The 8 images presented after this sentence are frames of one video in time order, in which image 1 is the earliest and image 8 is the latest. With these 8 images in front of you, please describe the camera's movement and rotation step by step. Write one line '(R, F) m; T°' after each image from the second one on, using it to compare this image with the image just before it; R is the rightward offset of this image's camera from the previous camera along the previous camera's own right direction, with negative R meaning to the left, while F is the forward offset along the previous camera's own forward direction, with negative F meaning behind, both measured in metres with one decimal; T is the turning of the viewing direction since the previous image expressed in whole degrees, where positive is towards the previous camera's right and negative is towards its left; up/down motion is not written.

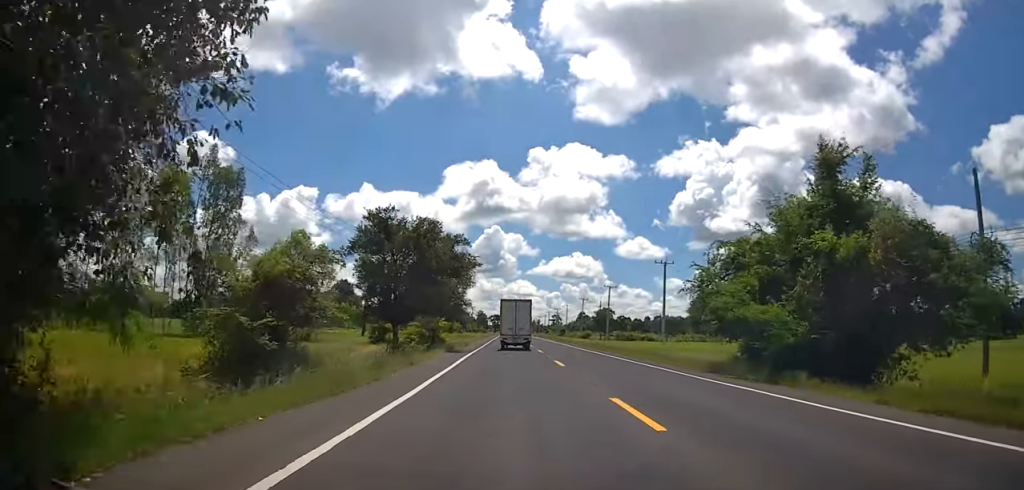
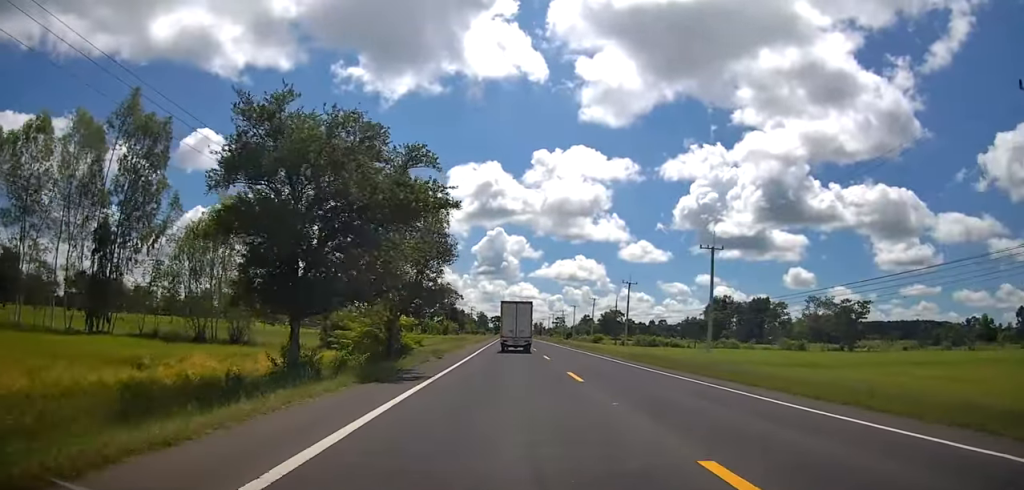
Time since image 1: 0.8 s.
(-0.3, +16.8) m; +1°
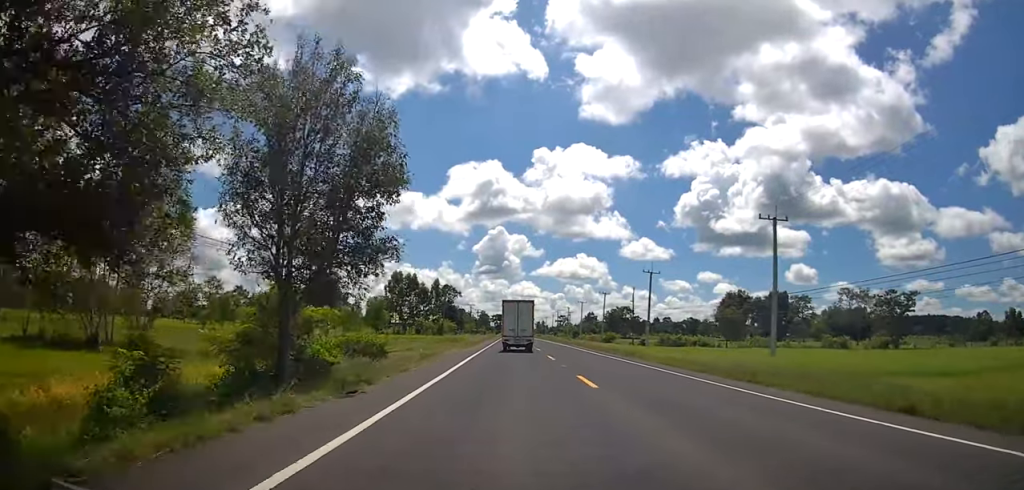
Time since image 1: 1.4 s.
(+0.5, +13.8) m; +2°
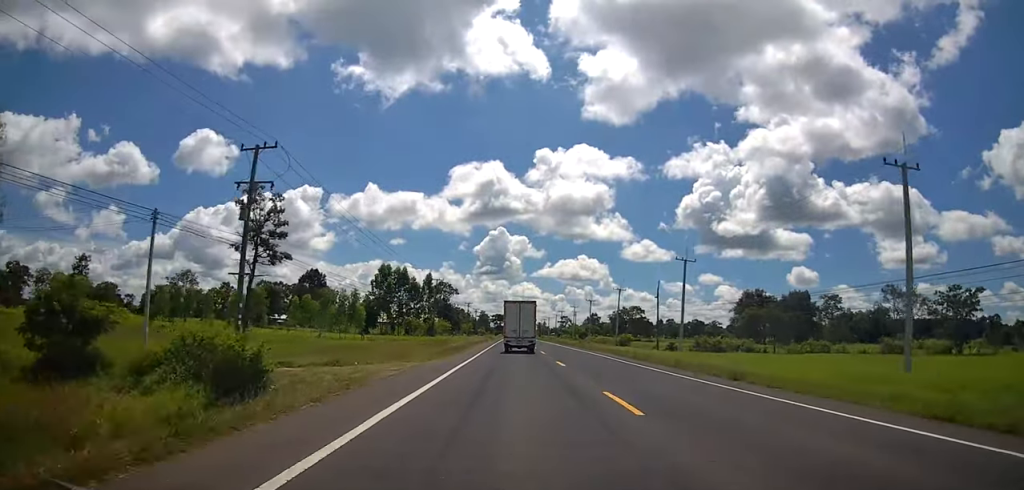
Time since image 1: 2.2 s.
(+0.1, +16.0) m; 0°
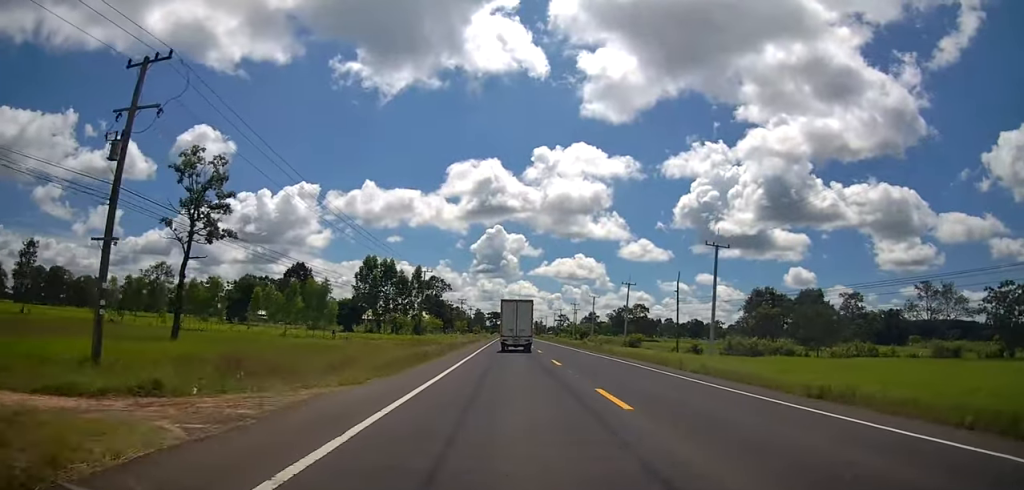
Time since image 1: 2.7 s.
(0.0, +11.8) m; 0°
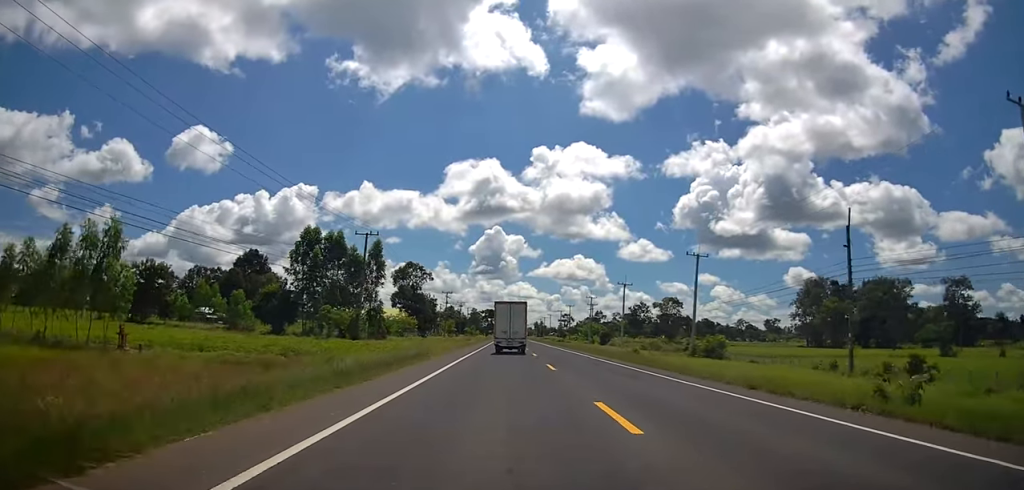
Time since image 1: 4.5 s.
(-0.1, +37.6) m; -2°
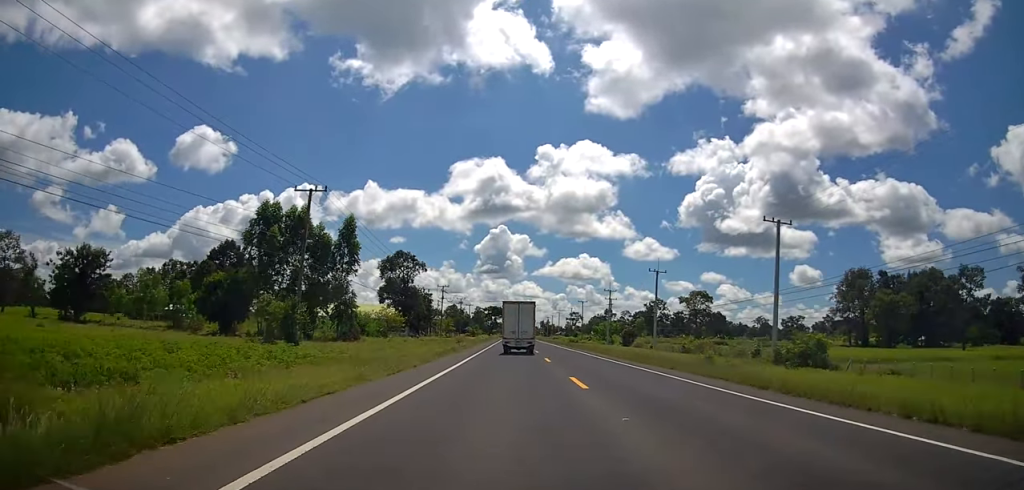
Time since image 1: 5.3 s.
(-0.6, +18.1) m; 0°
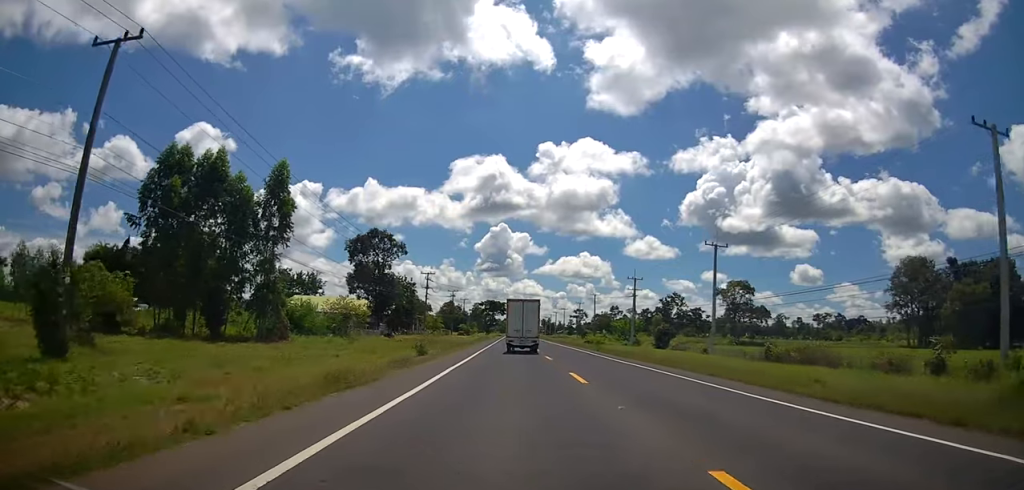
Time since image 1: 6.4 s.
(+0.4, +22.6) m; +2°
